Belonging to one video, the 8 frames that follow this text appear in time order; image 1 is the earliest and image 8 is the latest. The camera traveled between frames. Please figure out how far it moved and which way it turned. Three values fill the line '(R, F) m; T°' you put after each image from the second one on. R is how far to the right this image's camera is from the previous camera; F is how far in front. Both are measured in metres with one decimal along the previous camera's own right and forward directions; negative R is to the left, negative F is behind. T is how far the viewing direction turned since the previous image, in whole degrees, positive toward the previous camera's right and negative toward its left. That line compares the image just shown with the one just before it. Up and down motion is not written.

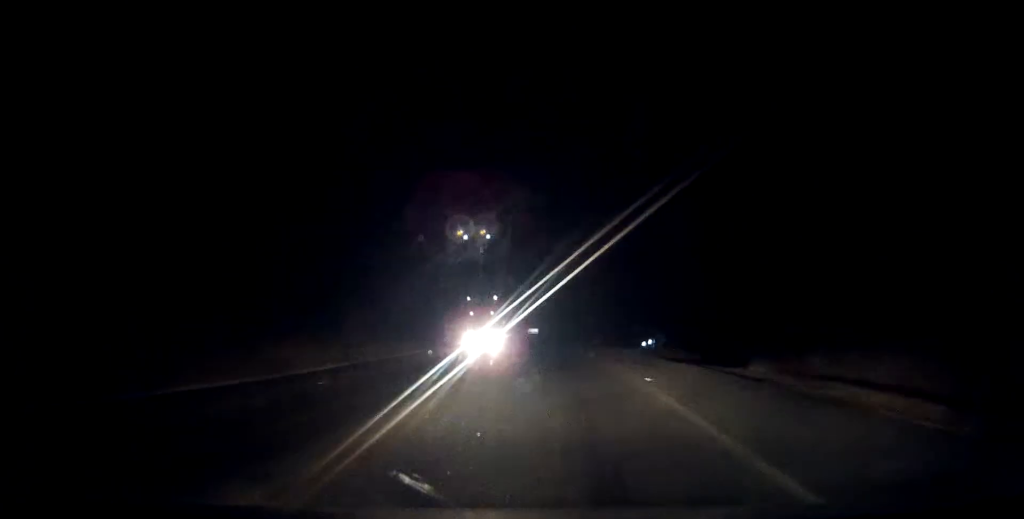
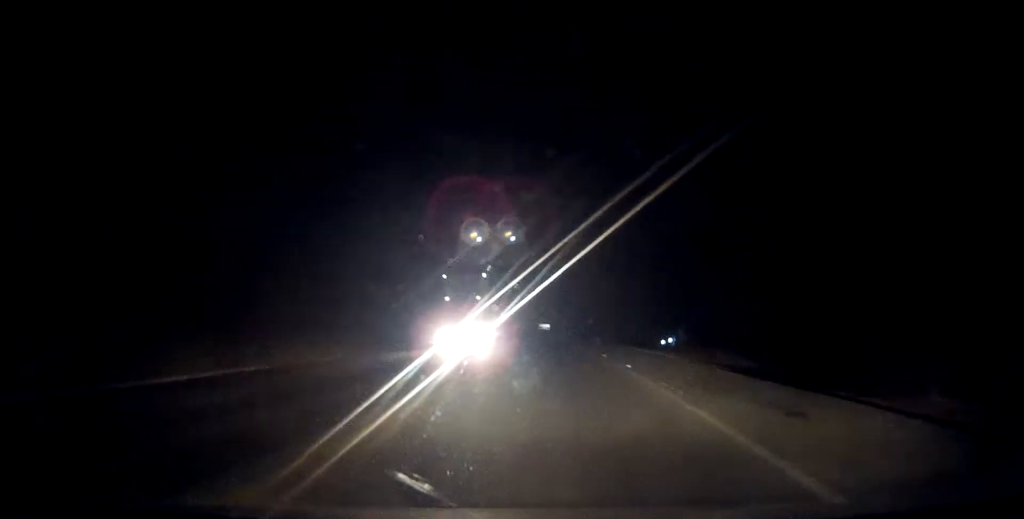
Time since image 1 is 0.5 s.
(-0.2, +12.7) m; -1°
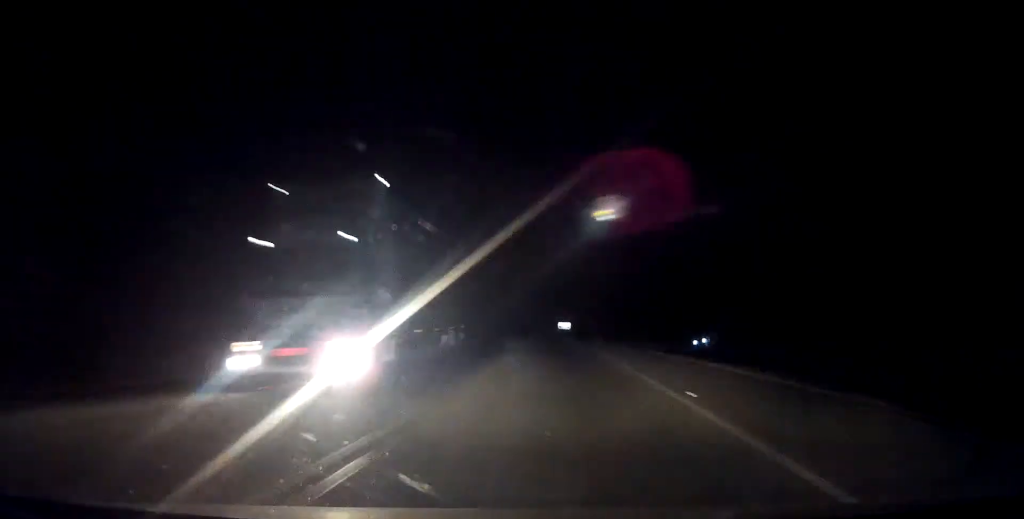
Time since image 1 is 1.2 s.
(-0.1, +16.9) m; -2°
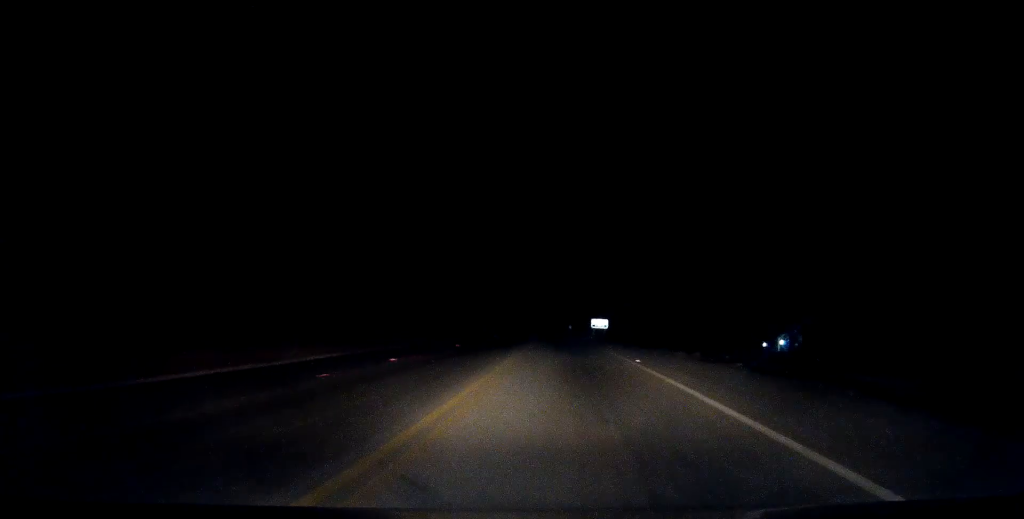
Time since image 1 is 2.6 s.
(-0.8, +35.5) m; -2°
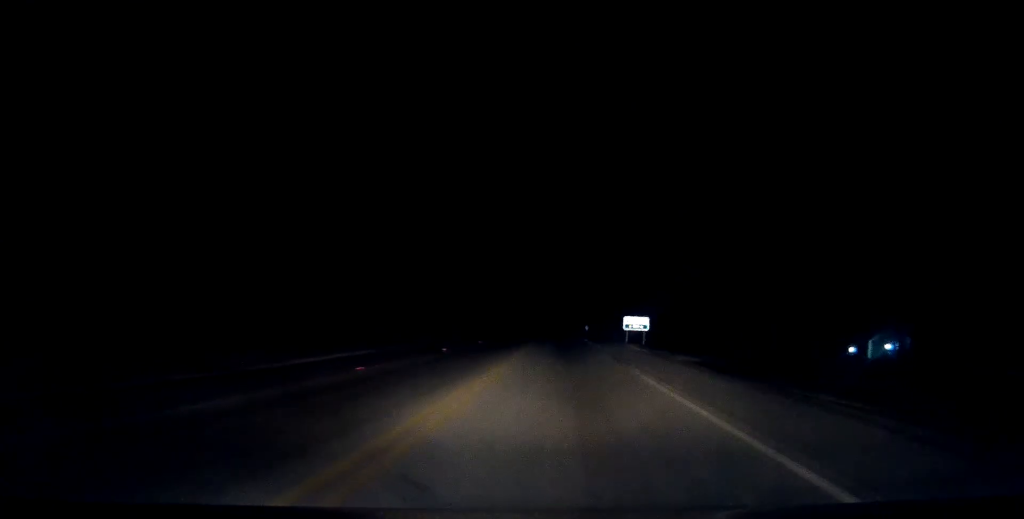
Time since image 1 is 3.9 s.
(-0.2, +34.8) m; -1°
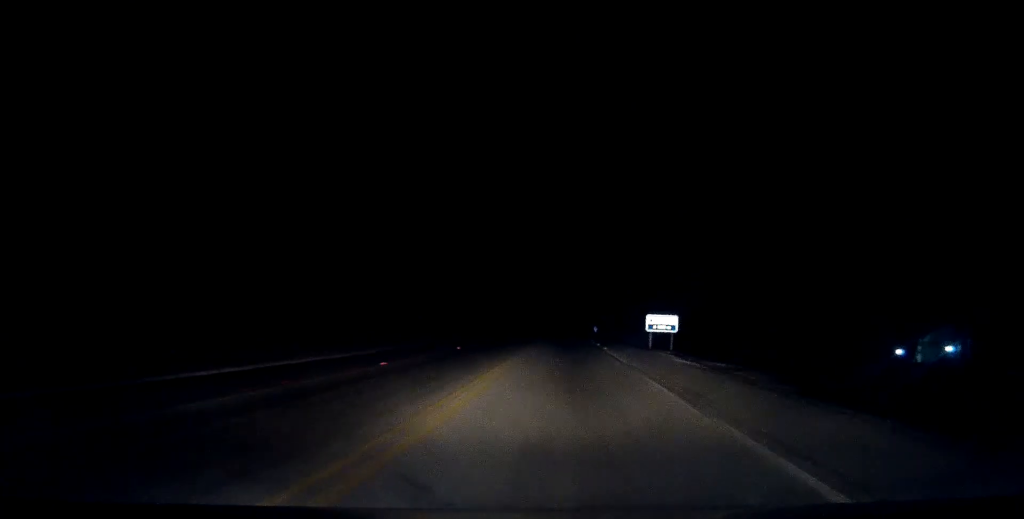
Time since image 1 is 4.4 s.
(0.0, +12.8) m; 0°
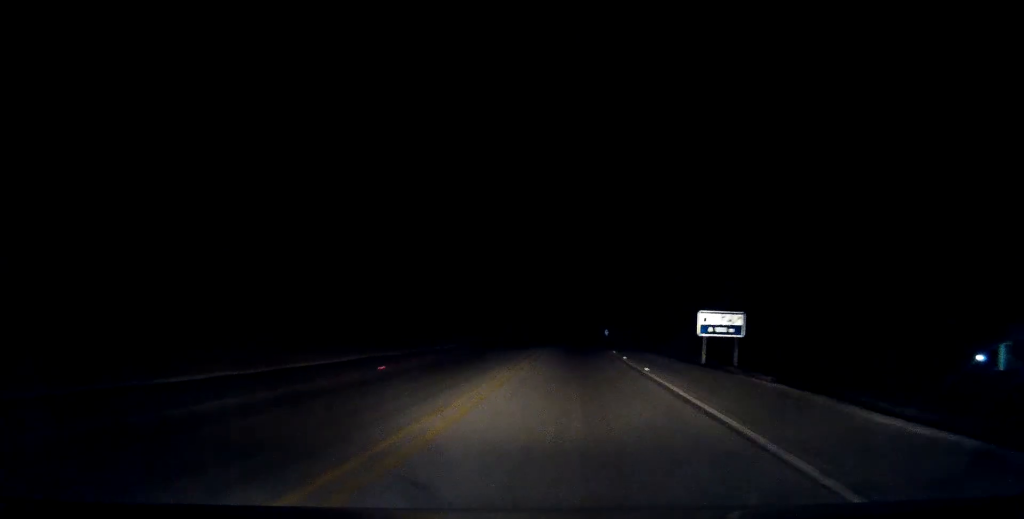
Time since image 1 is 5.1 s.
(-0.1, +17.0) m; 0°
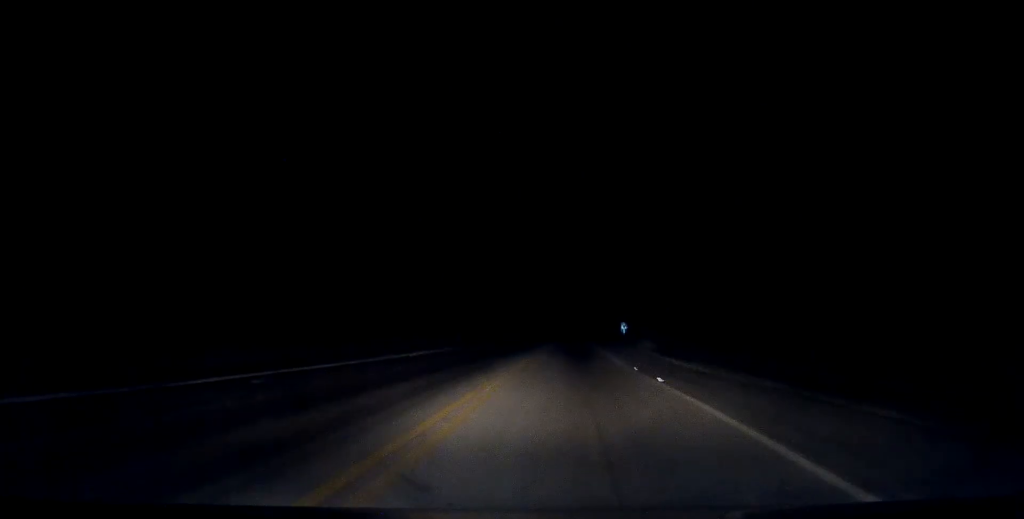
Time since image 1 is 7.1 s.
(+0.4, +52.1) m; +1°
